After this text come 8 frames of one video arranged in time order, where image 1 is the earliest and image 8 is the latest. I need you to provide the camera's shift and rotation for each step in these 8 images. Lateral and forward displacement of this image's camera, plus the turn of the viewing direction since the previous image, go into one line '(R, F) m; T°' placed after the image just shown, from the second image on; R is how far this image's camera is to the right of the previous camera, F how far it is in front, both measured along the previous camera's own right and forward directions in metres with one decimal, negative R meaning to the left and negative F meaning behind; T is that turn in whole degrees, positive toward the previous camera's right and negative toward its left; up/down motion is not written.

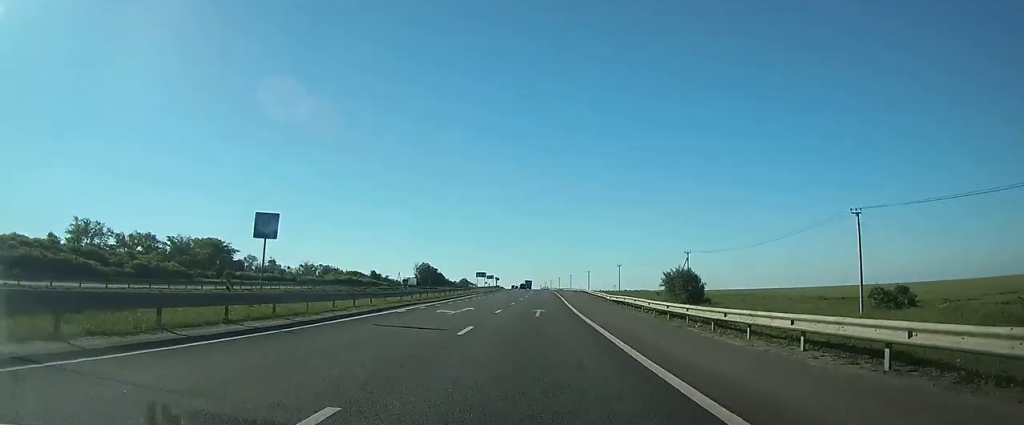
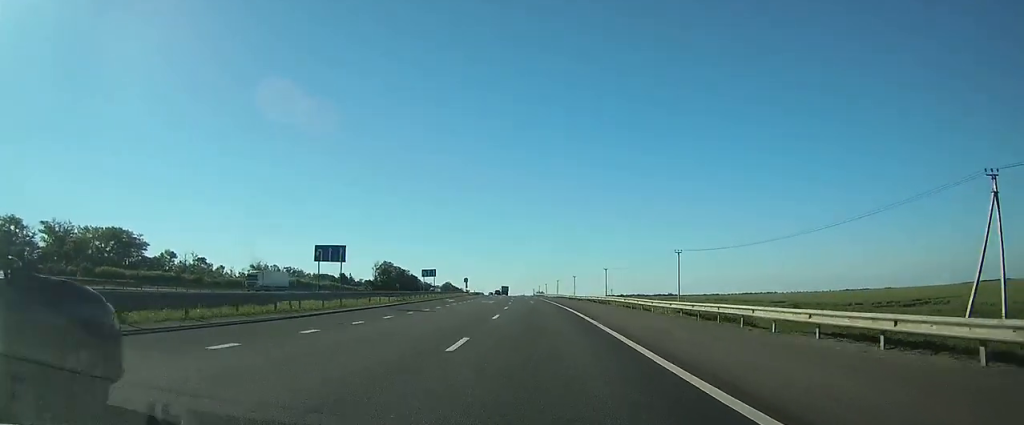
(+0.4, +75.4) m; +1°
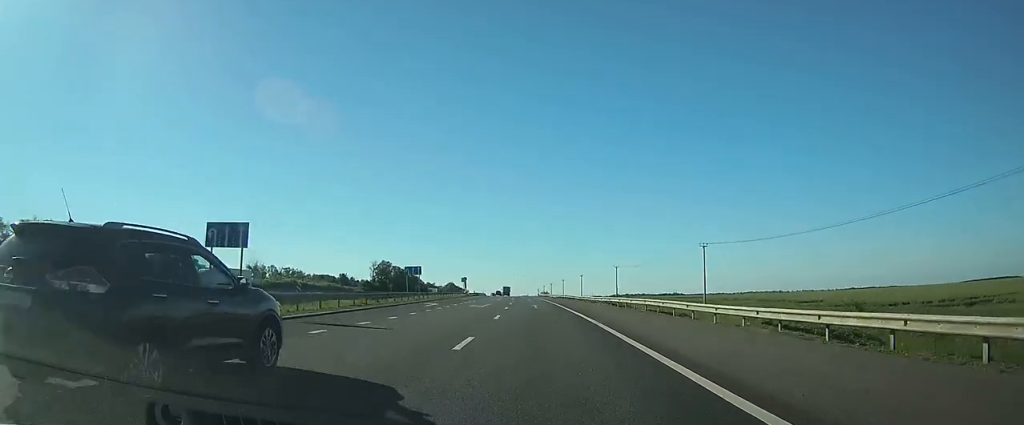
(0.0, +11.6) m; 0°
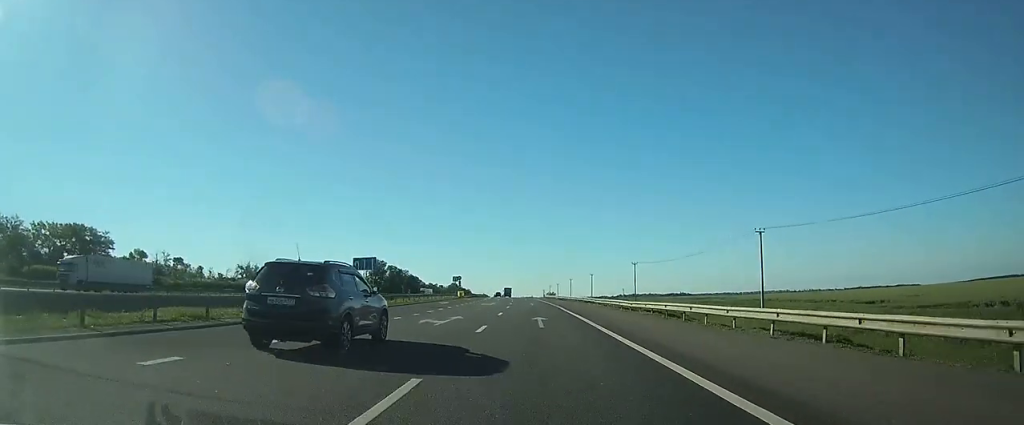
(0.0, +18.6) m; 0°
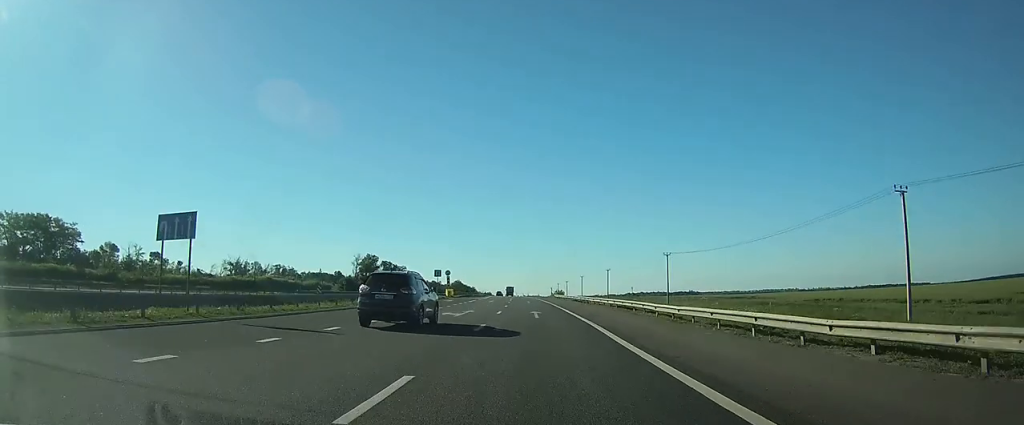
(0.0, +23.9) m; 0°
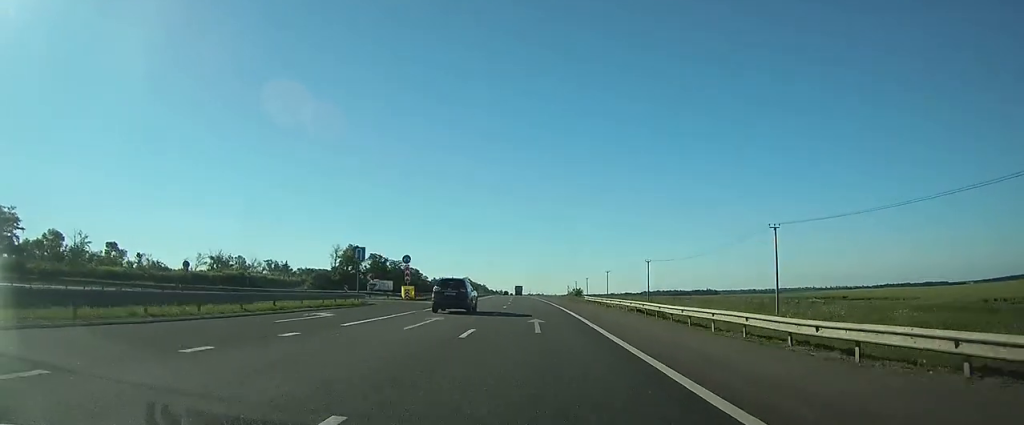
(-0.3, +39.0) m; -1°
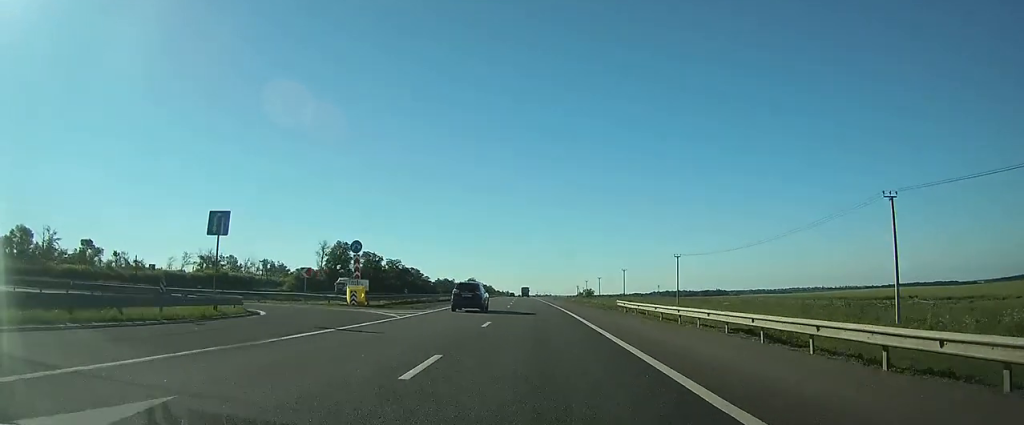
(-0.1, +18.6) m; -1°
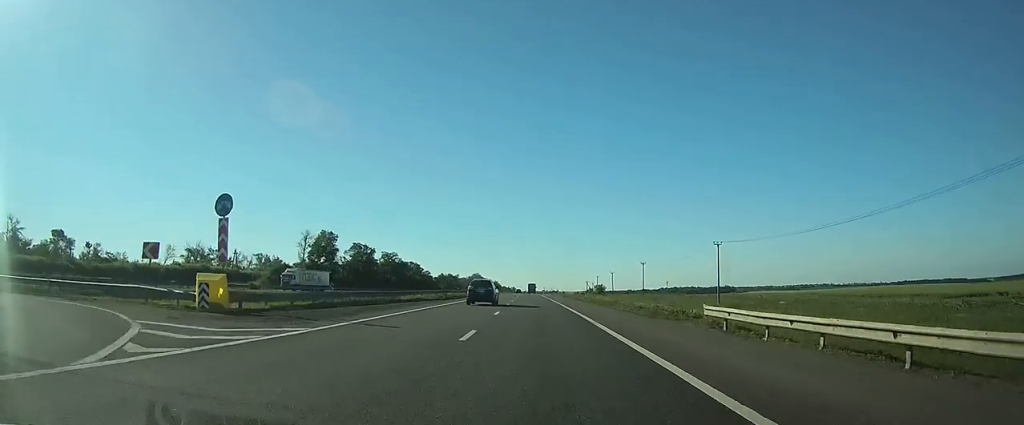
(-0.1, +18.7) m; -1°
